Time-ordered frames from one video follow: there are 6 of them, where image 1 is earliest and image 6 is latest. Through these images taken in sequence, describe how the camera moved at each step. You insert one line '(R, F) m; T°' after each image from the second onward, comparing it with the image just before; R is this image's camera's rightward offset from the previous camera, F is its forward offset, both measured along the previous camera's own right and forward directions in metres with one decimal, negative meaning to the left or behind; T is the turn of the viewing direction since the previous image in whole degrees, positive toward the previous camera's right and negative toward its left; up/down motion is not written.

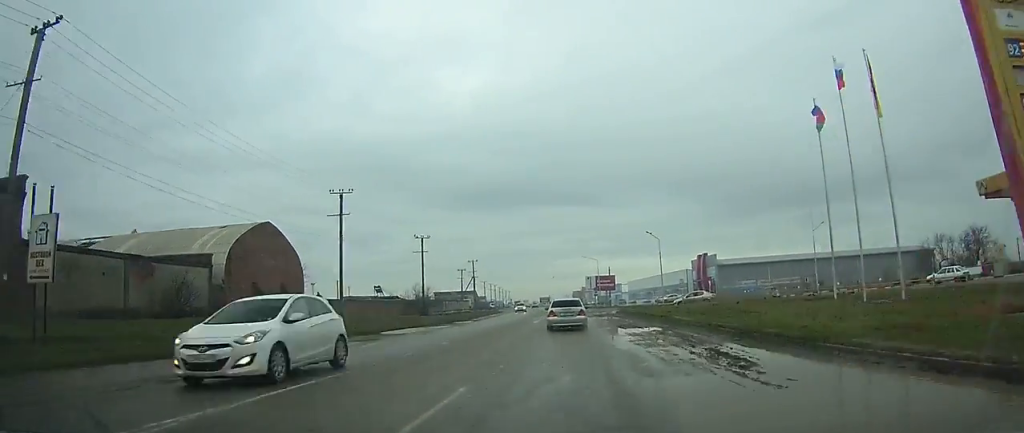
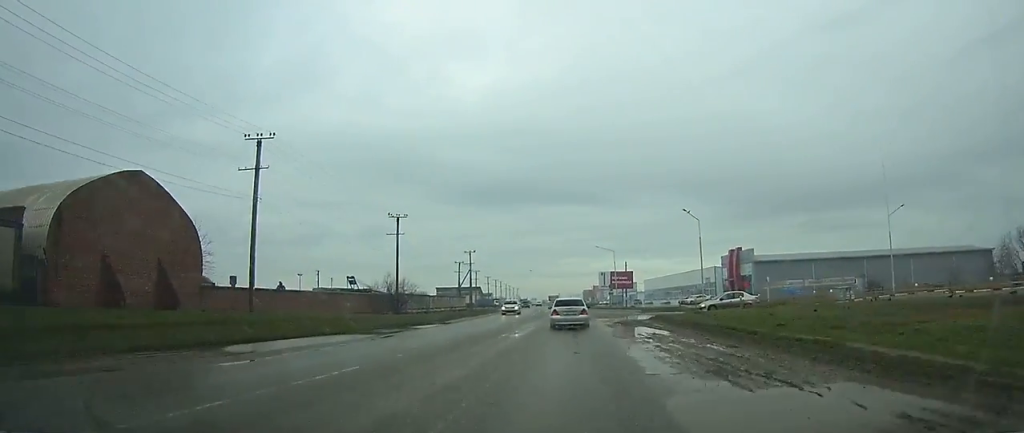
(-0.1, +16.8) m; 0°
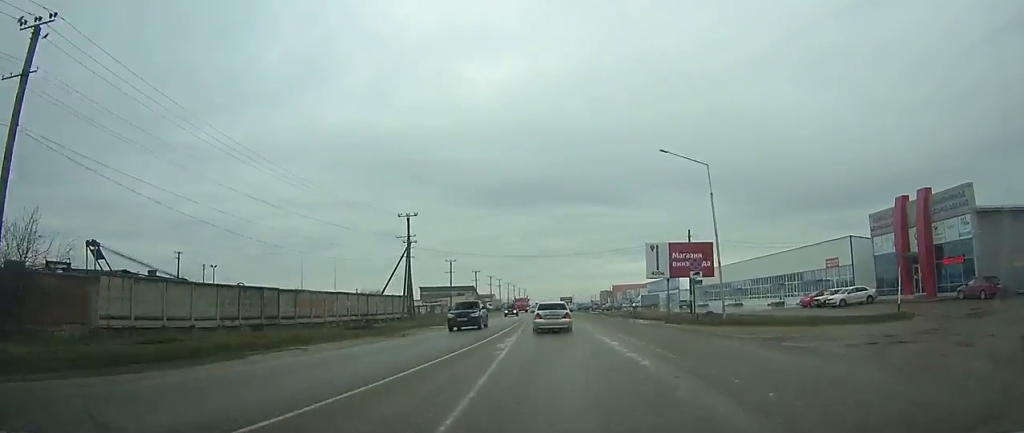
(-0.4, +52.1) m; -2°
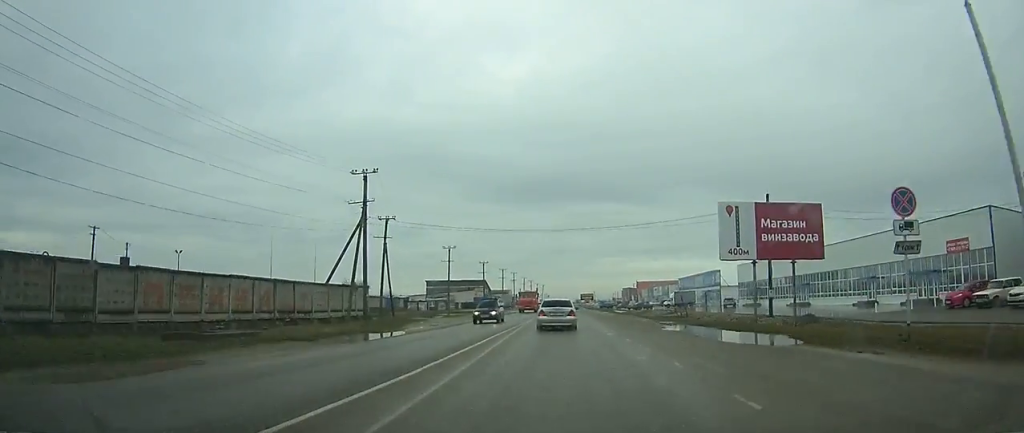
(-0.4, +20.2) m; -1°
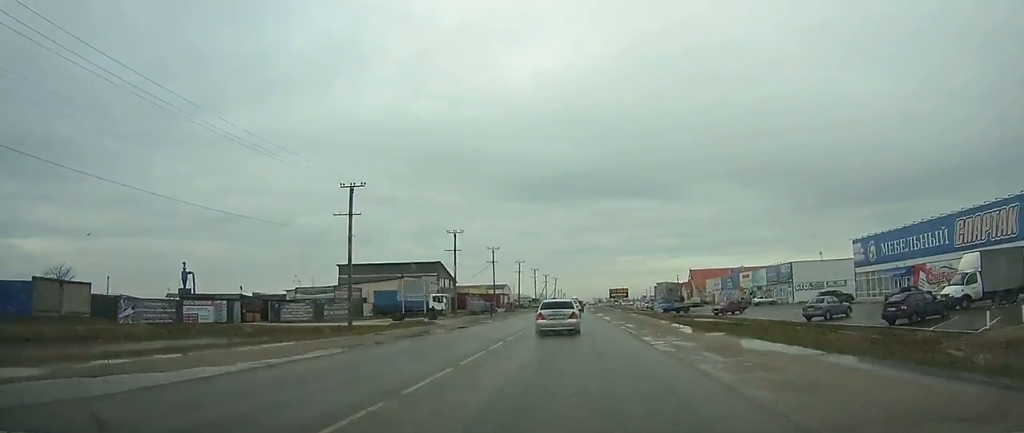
(-1.7, +89.4) m; -2°
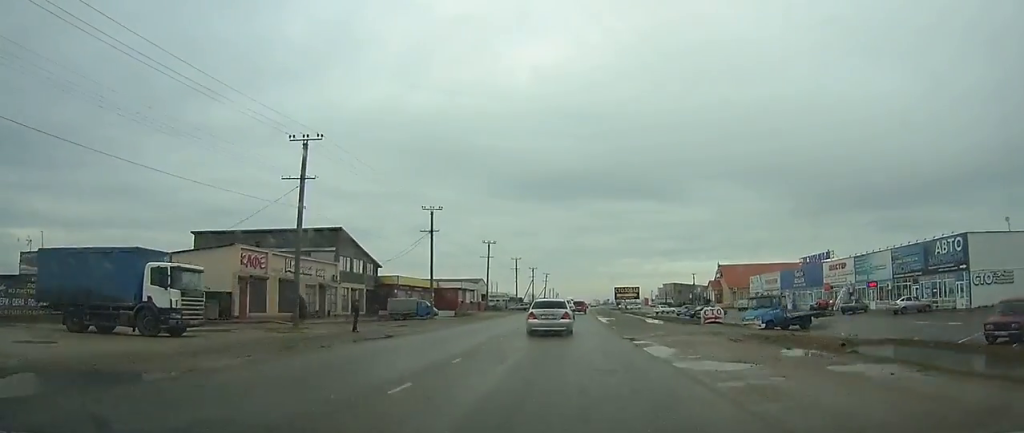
(0.0, +43.3) m; 0°
